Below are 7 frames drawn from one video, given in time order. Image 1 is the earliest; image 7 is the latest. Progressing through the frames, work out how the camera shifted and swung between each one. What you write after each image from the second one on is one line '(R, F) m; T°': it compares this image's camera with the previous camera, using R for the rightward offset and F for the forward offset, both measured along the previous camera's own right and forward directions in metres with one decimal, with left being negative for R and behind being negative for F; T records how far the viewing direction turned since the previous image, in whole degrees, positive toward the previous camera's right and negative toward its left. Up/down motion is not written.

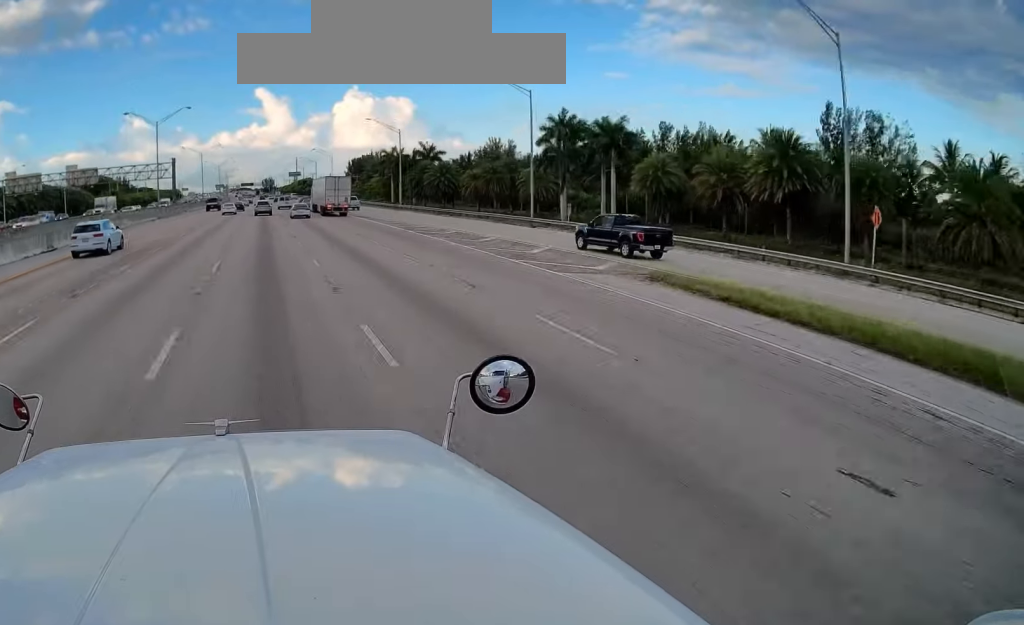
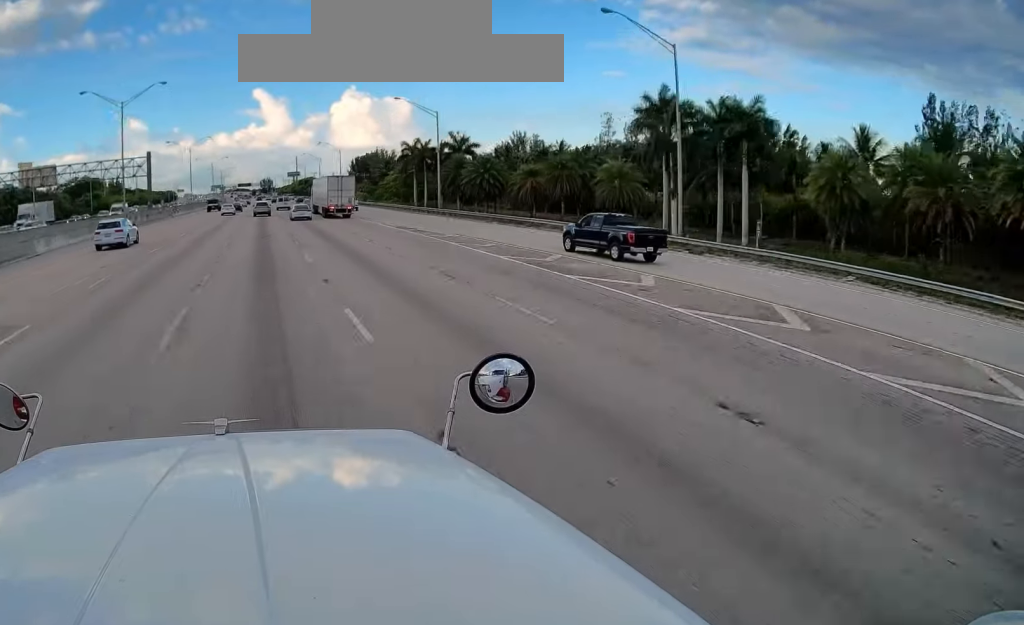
(+0.3, +23.0) m; 0°
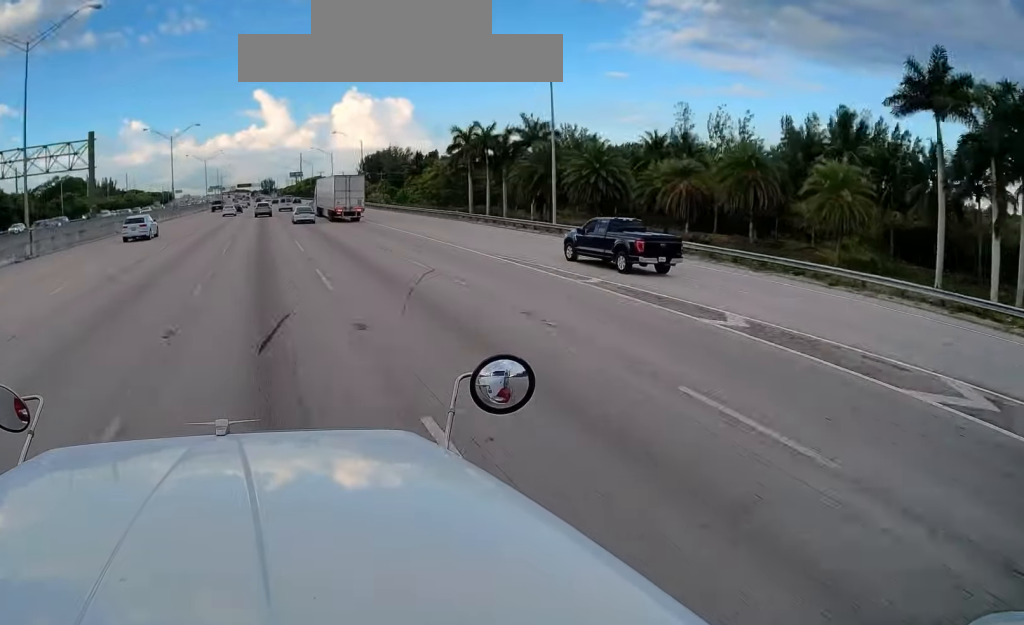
(-0.1, +31.3) m; 0°
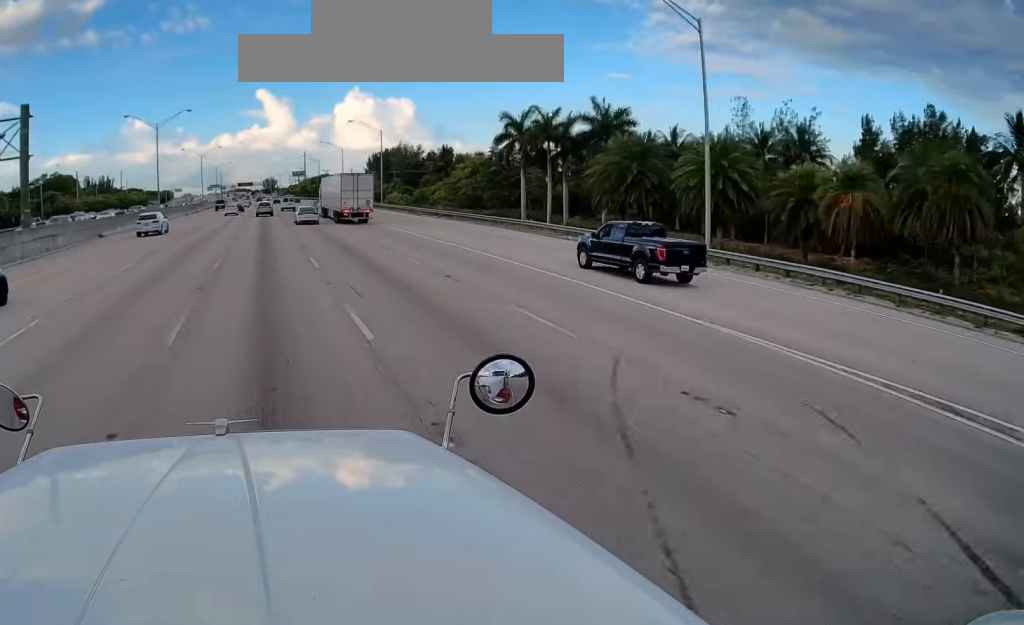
(+0.1, +17.7) m; 0°
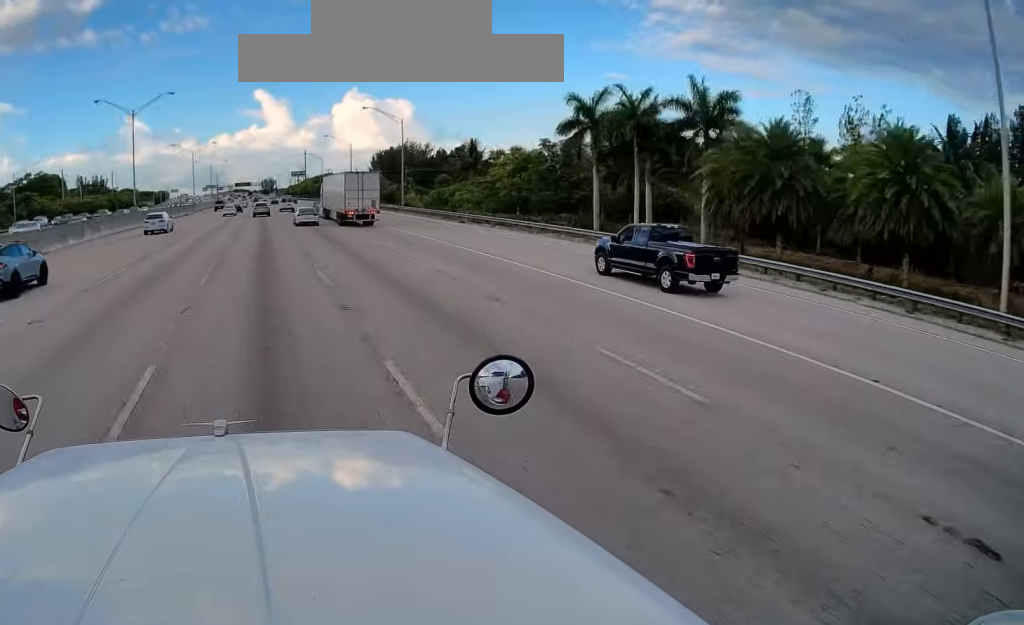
(+0.4, +16.6) m; 0°
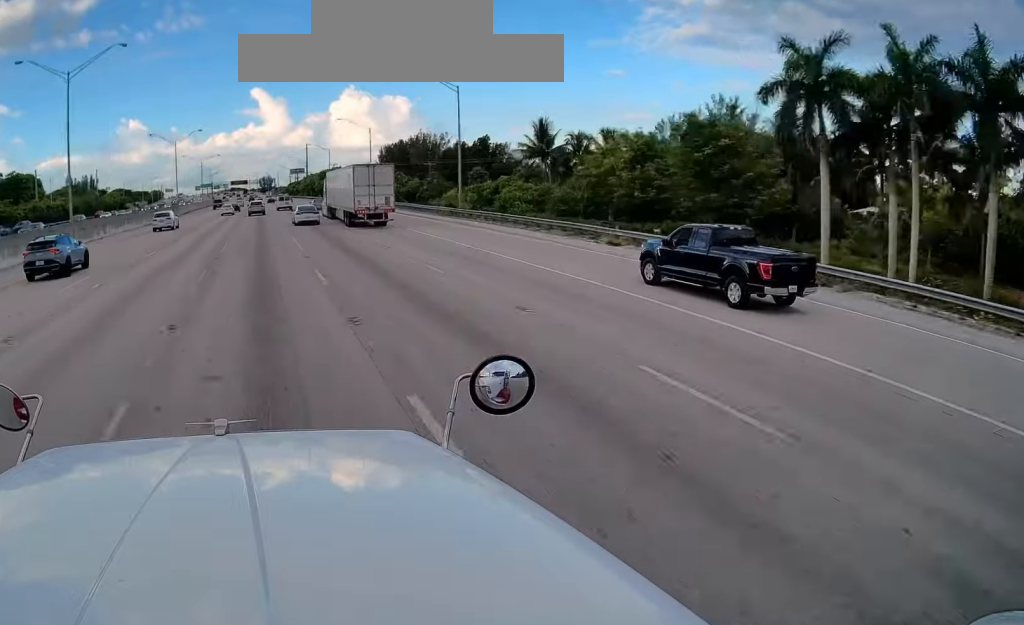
(-0.3, +26.0) m; 0°
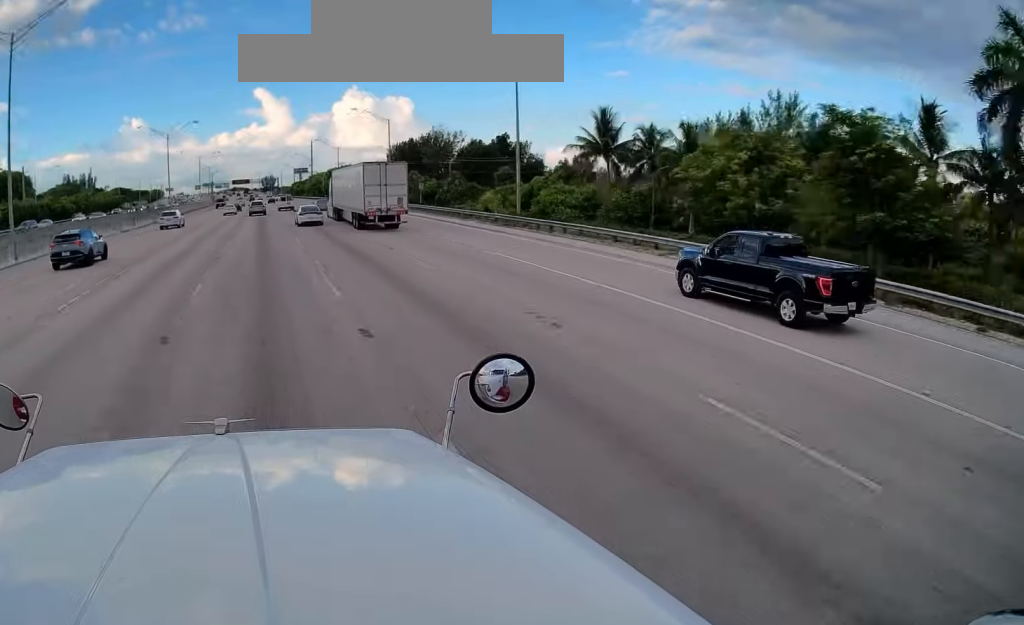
(-0.1, +12.5) m; 0°
